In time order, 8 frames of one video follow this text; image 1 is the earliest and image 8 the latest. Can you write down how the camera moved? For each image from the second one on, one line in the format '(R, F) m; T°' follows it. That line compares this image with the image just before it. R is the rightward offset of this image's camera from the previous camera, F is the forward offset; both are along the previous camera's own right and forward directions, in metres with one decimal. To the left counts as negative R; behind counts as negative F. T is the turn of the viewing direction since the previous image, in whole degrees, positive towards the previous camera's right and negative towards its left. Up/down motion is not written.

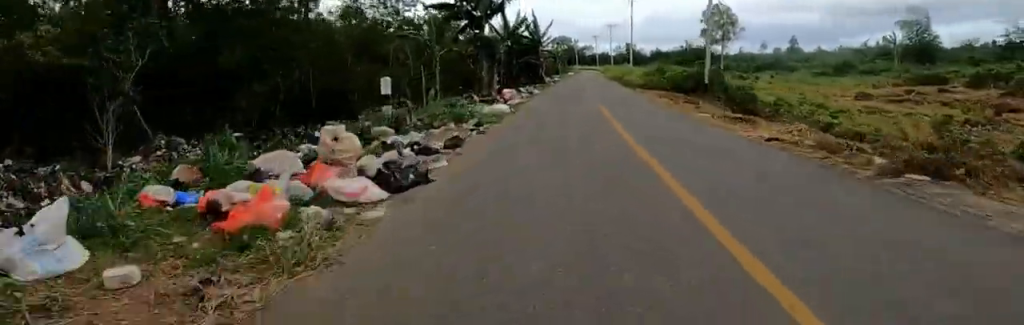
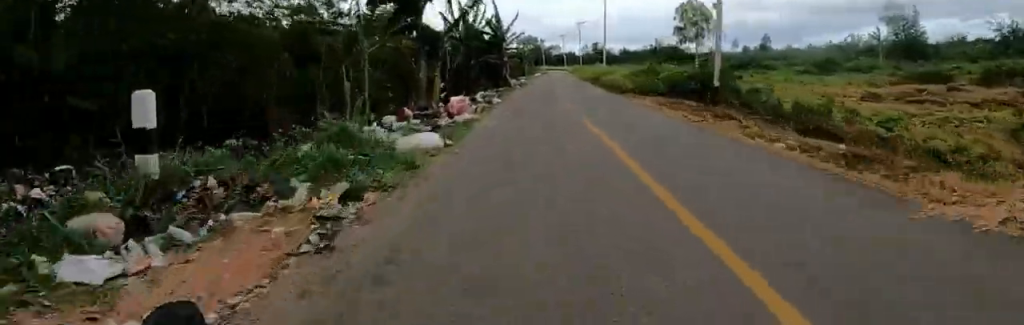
(-0.7, +6.8) m; 0°
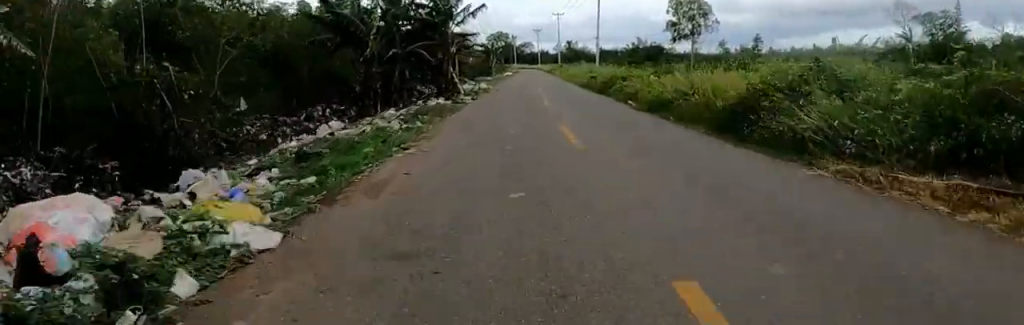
(+2.5, +16.9) m; +13°
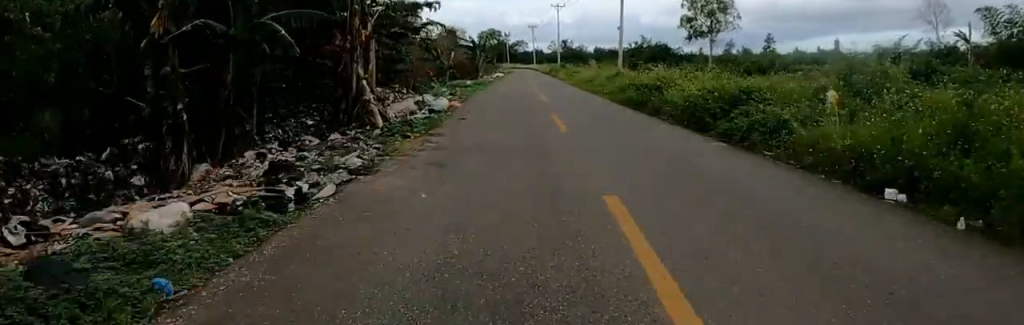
(+0.4, +14.2) m; -1°
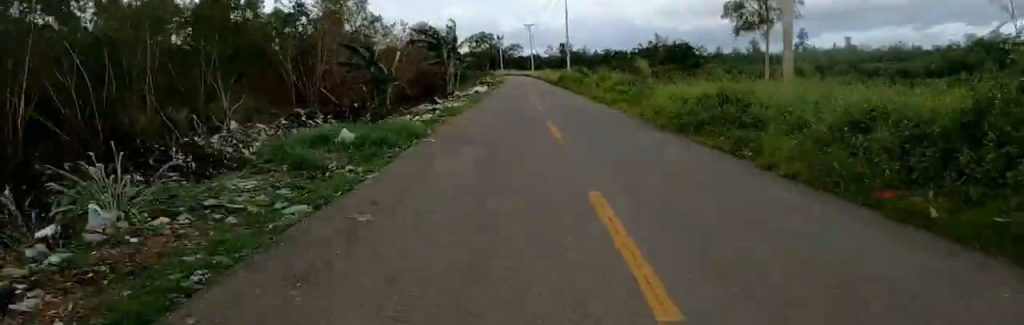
(-1.3, +22.5) m; -6°
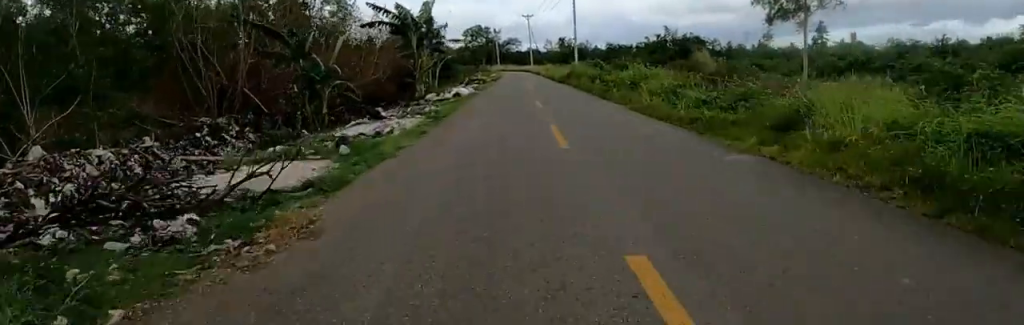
(-0.1, +10.5) m; -1°
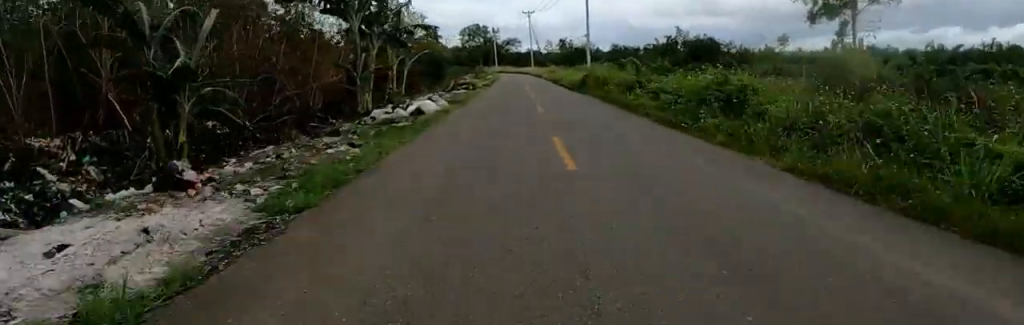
(0.0, +9.8) m; +2°
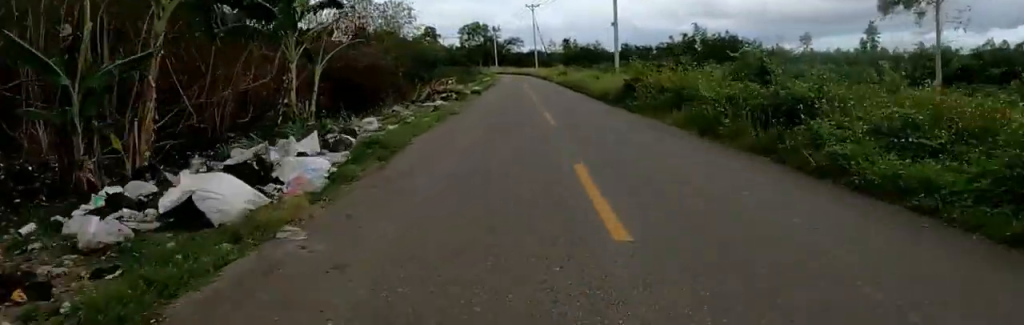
(+0.2, +11.0) m; +6°
